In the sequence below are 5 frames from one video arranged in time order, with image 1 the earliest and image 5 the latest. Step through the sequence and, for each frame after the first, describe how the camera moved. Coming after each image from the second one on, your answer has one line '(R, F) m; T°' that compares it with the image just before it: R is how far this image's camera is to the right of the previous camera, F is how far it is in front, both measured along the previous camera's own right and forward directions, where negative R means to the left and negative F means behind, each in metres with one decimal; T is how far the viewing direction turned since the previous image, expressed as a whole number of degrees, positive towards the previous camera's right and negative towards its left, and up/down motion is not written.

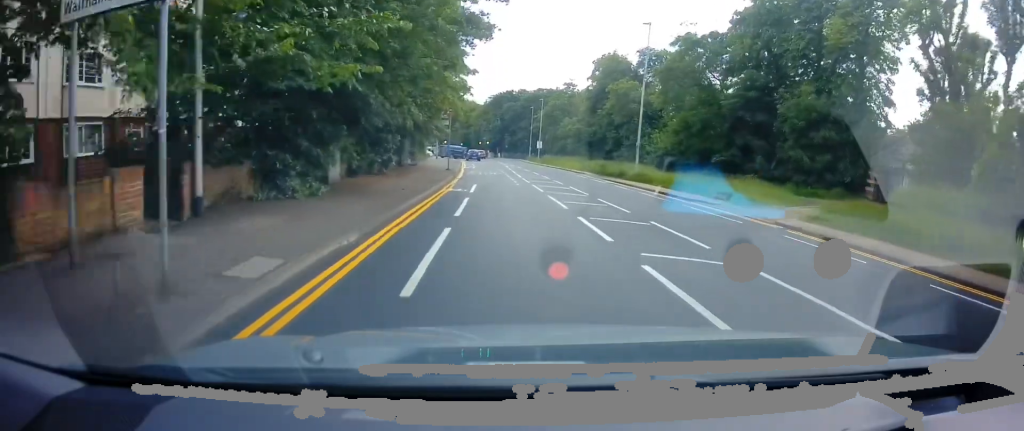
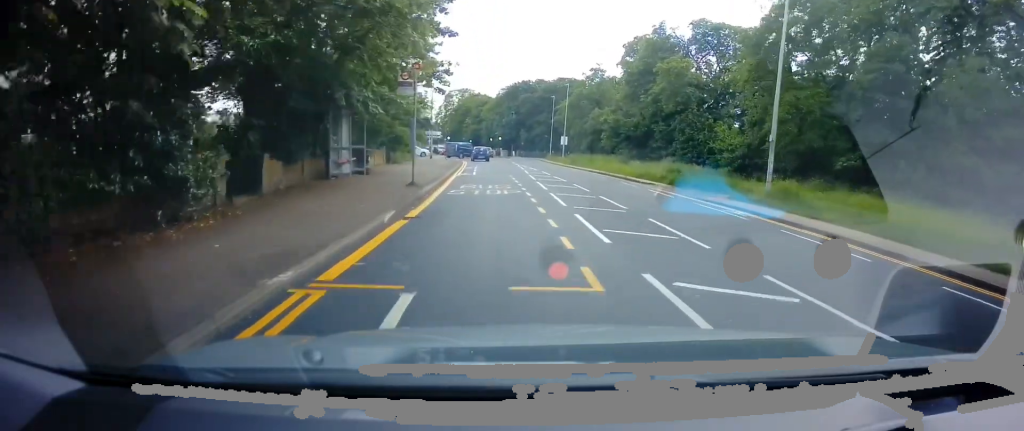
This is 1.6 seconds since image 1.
(0.0, +17.1) m; +1°
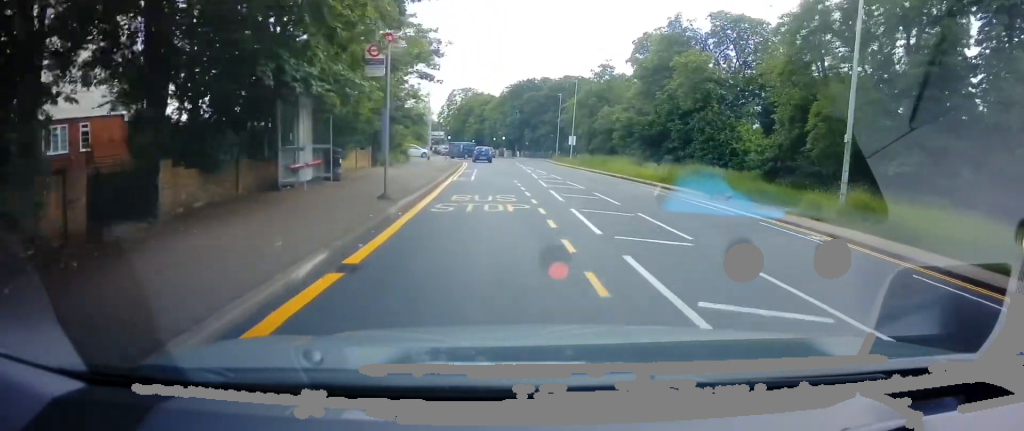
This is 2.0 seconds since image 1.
(0.0, +4.5) m; 0°
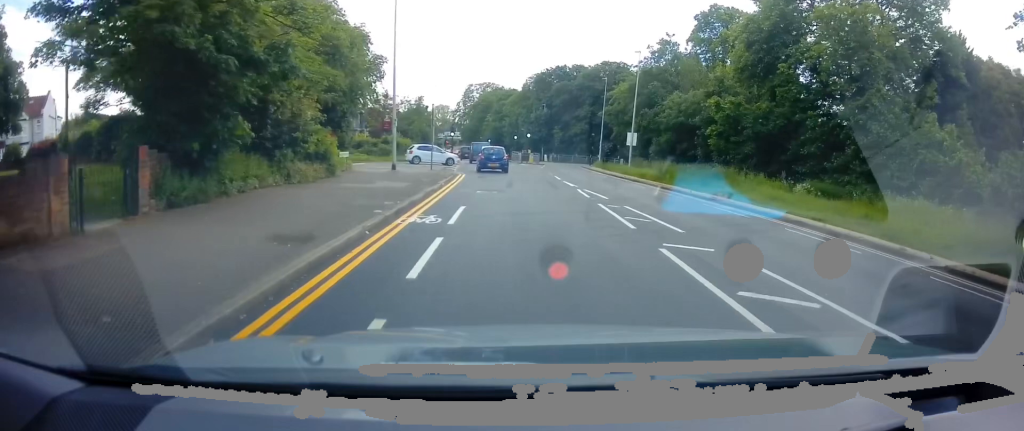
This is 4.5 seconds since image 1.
(-1.2, +23.5) m; -5°
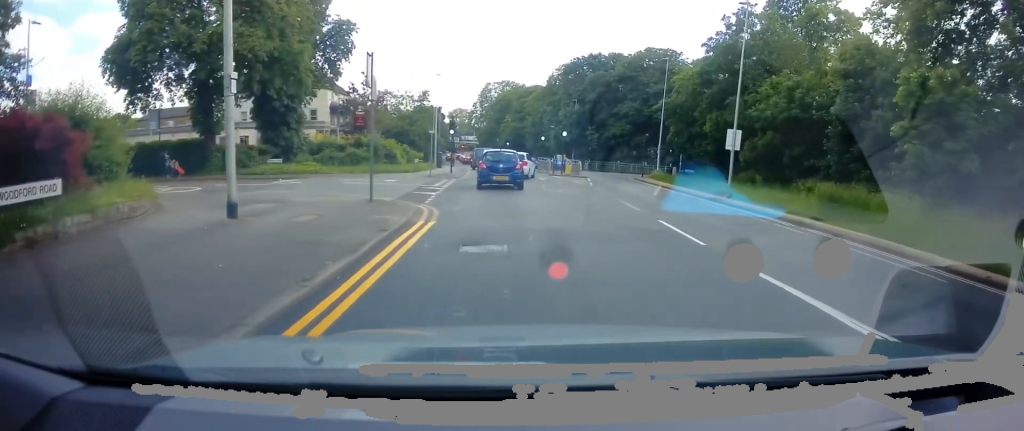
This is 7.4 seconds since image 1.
(-0.4, +17.1) m; +1°
